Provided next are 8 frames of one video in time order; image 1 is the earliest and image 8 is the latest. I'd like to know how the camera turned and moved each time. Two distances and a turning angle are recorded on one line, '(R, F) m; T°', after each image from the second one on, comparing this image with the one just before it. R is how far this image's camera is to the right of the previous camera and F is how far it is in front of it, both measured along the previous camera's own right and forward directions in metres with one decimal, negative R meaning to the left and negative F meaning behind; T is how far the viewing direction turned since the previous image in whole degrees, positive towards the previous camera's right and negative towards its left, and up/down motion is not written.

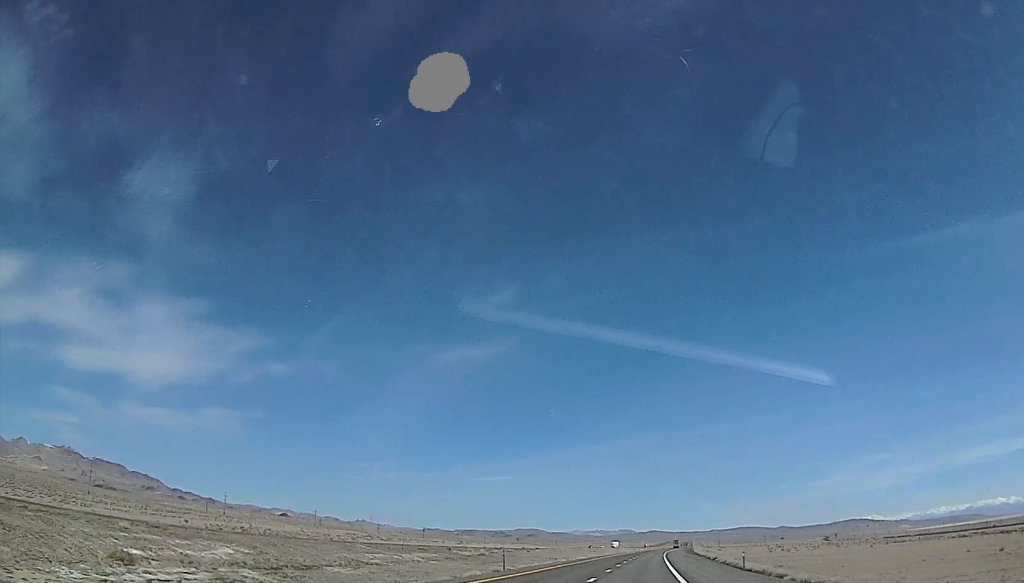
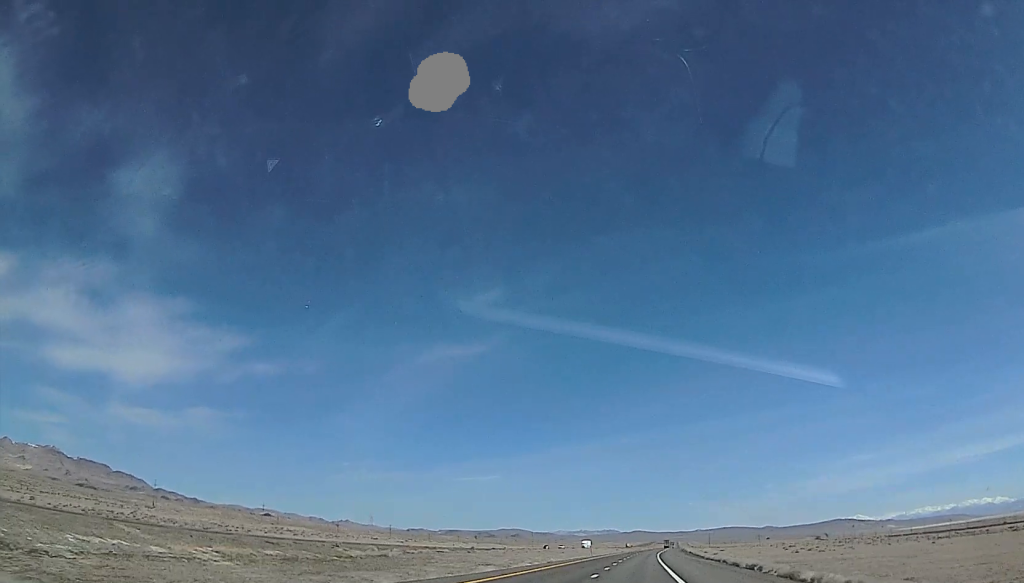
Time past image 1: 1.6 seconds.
(0.0, +45.6) m; +1°
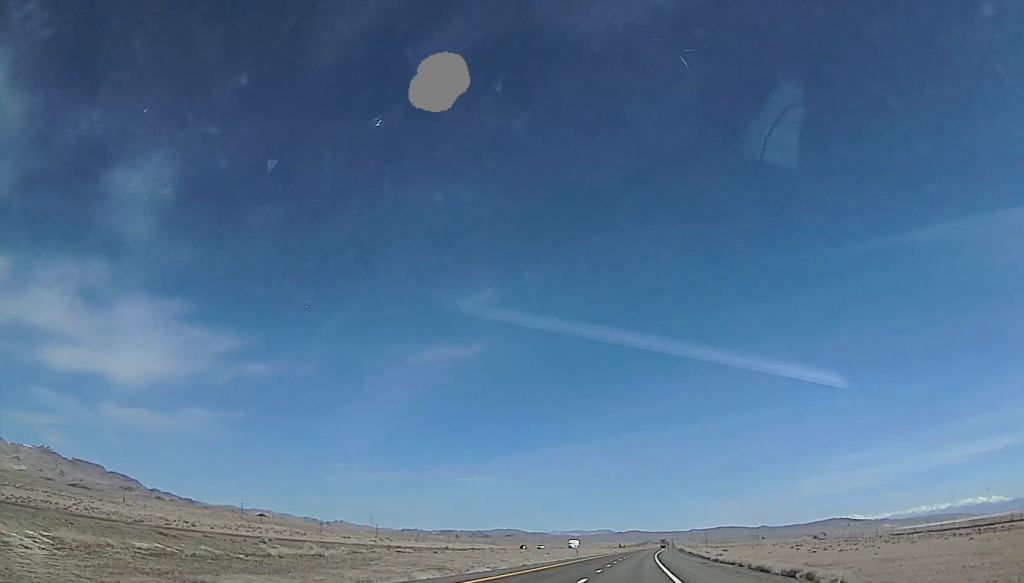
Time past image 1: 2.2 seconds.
(+0.3, +17.5) m; +1°
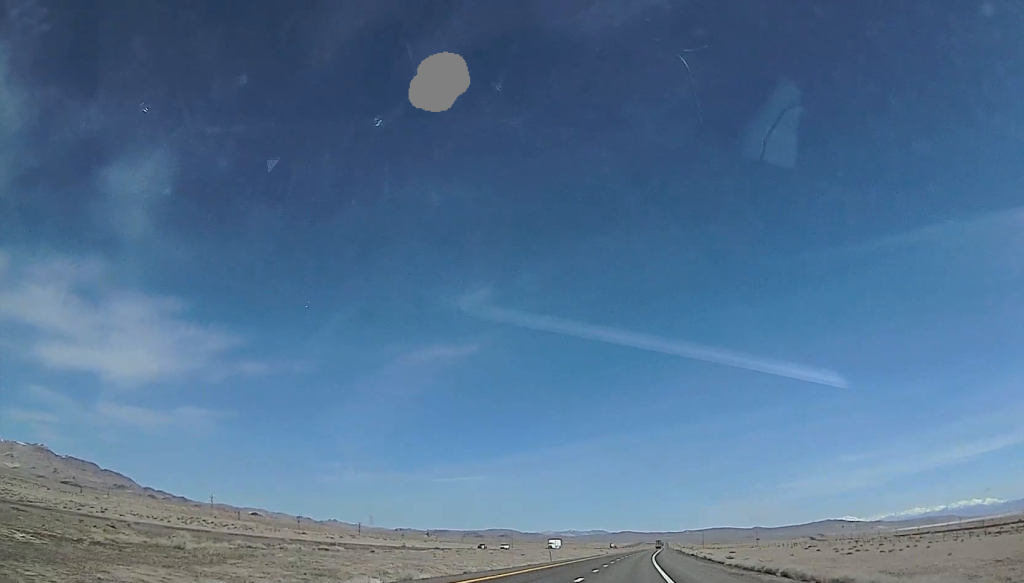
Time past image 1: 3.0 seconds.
(+0.1, +23.3) m; +1°
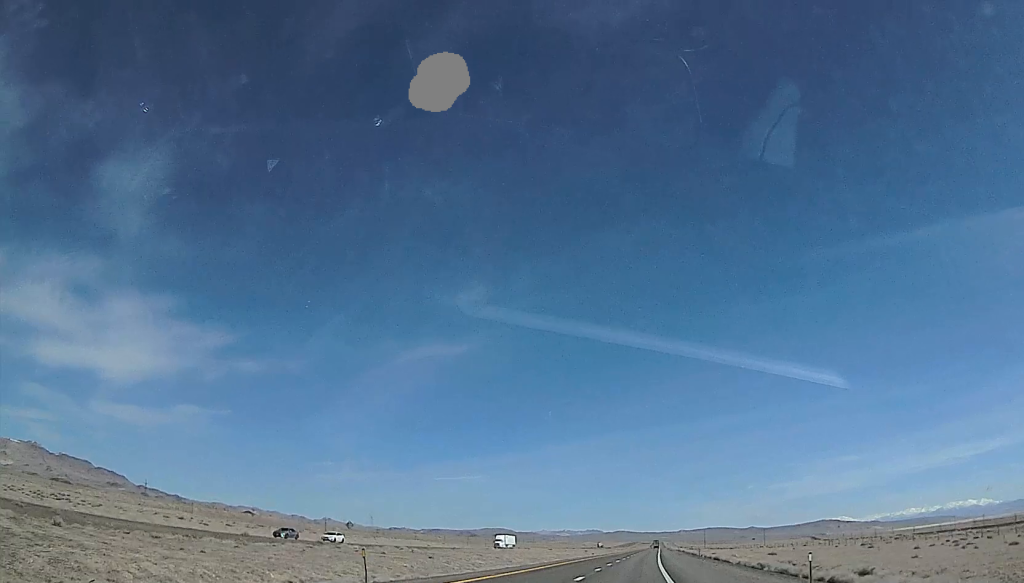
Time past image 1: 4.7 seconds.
(+0.5, +49.2) m; +1°
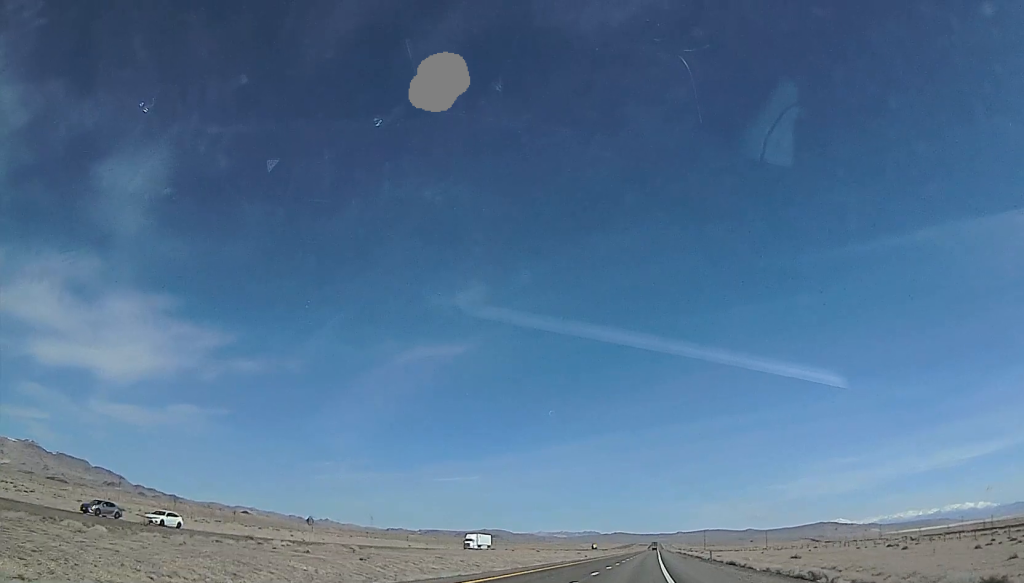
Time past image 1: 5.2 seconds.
(0.0, +16.4) m; 0°
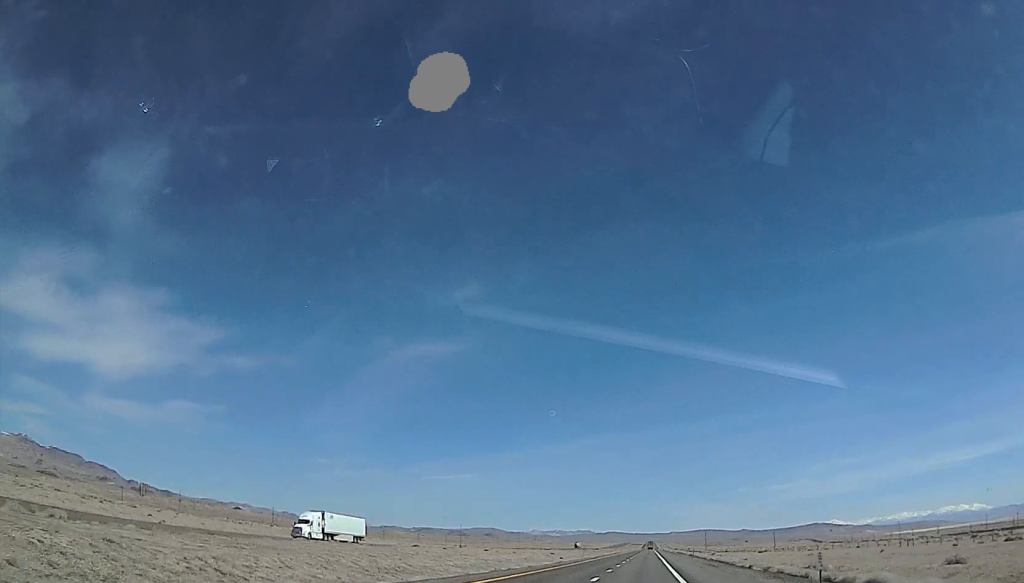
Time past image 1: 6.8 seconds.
(+0.6, +44.2) m; +1°
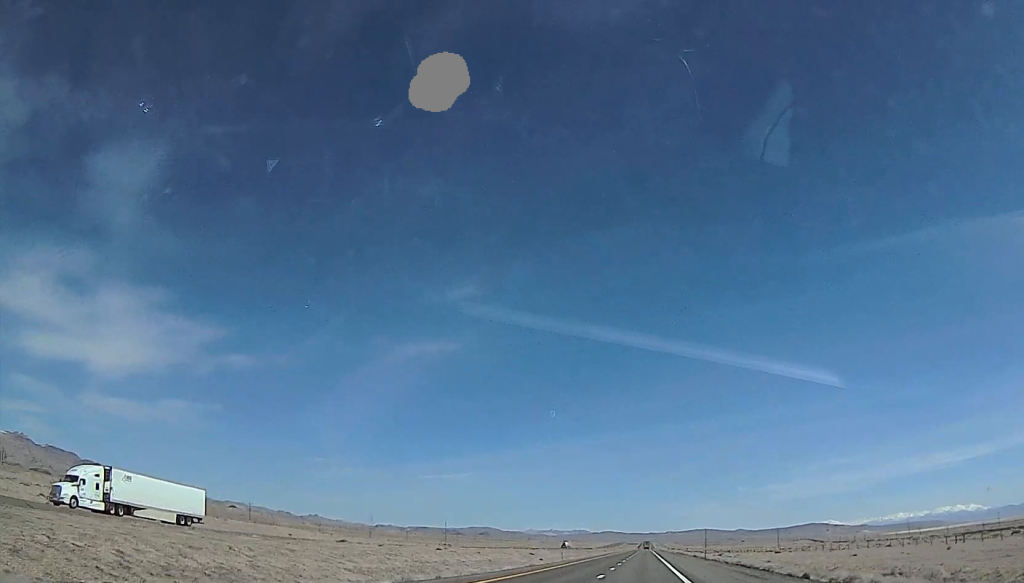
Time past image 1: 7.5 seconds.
(+0.3, +22.0) m; 0°
